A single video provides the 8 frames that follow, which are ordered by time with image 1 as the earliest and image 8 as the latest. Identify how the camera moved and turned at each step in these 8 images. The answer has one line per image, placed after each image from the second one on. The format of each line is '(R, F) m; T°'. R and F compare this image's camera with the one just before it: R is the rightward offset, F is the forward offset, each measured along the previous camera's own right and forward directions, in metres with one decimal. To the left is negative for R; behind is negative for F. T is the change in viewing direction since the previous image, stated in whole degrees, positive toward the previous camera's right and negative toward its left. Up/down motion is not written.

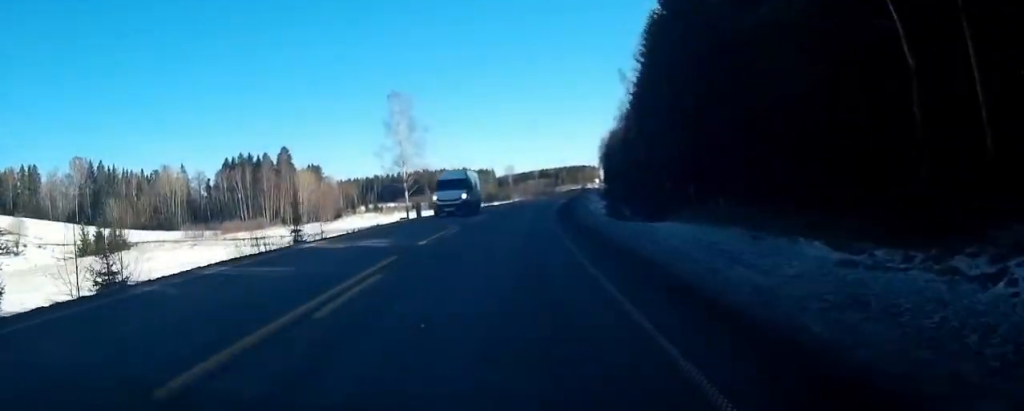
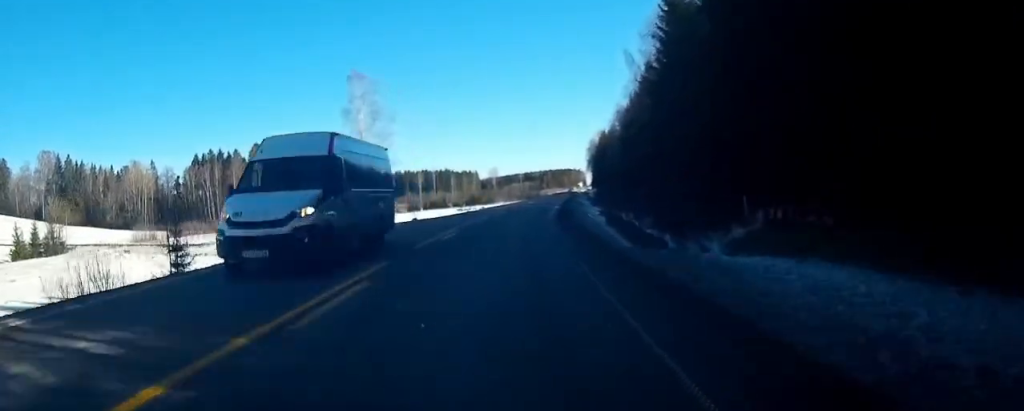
(+0.3, +11.8) m; +1°
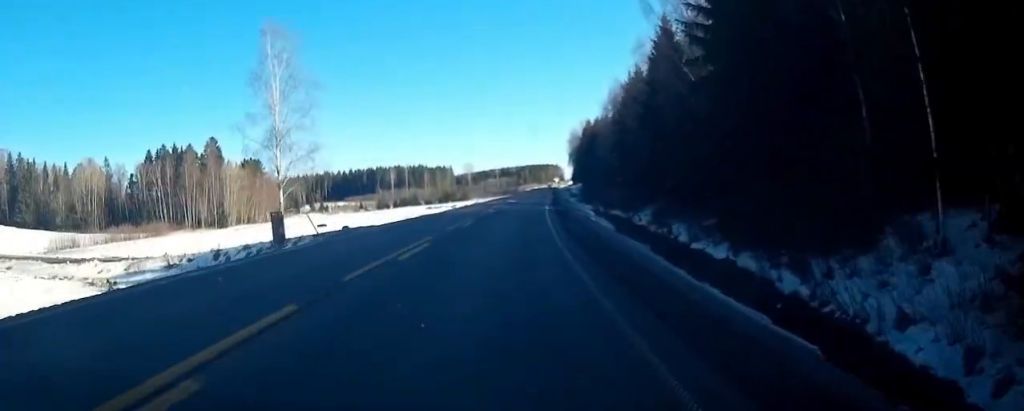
(0.0, +17.2) m; +2°
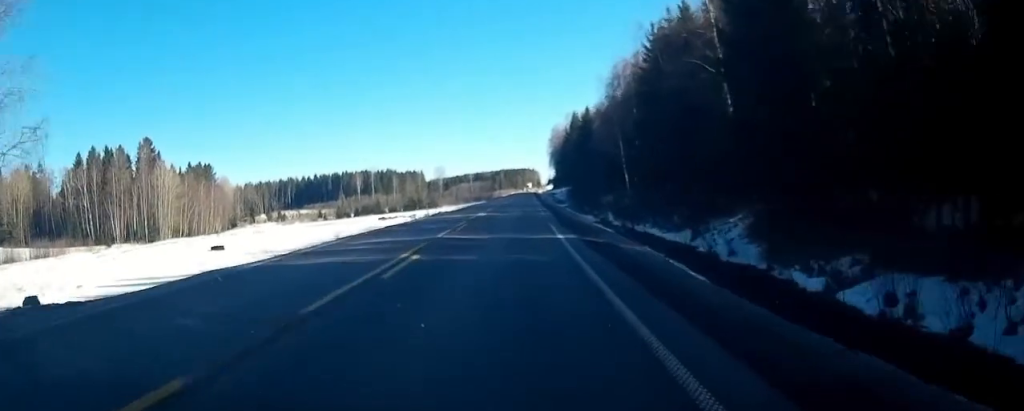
(+1.0, +26.5) m; +3°
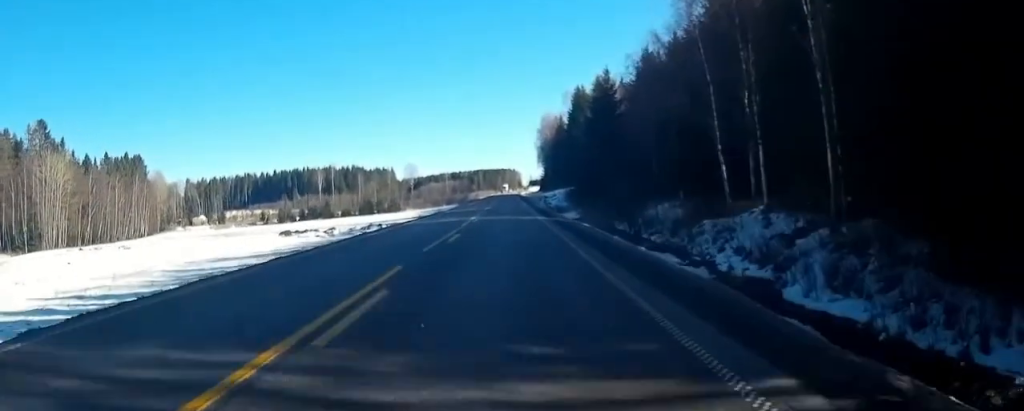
(+0.3, +40.6) m; +1°
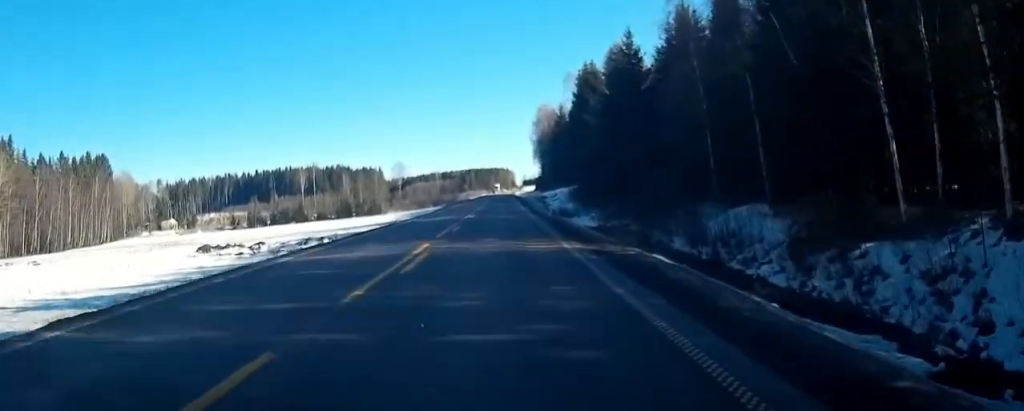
(0.0, +18.9) m; 0°
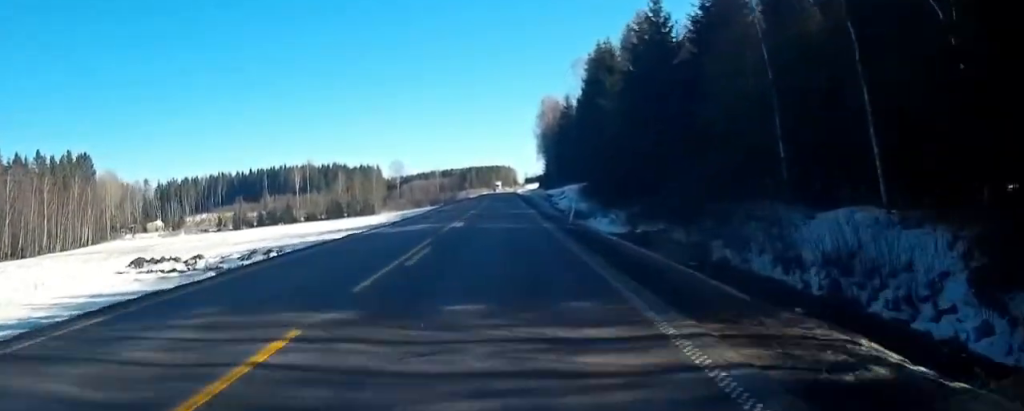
(+0.1, +11.1) m; 0°
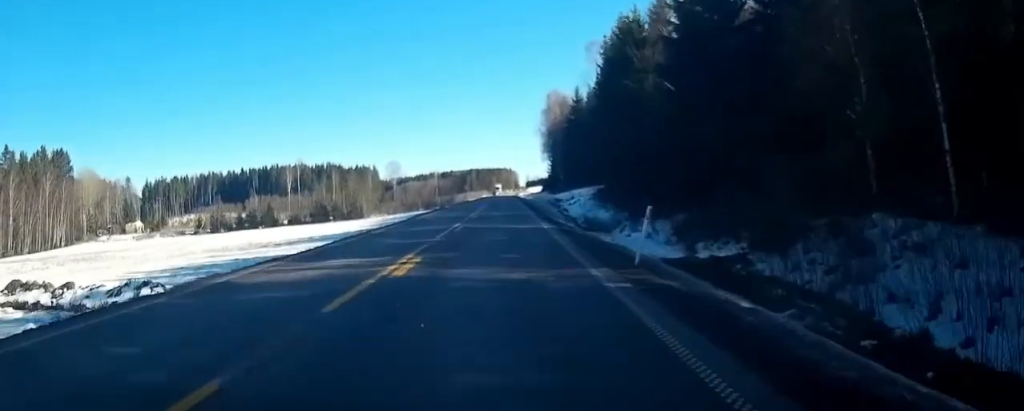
(-0.1, +13.5) m; 0°
